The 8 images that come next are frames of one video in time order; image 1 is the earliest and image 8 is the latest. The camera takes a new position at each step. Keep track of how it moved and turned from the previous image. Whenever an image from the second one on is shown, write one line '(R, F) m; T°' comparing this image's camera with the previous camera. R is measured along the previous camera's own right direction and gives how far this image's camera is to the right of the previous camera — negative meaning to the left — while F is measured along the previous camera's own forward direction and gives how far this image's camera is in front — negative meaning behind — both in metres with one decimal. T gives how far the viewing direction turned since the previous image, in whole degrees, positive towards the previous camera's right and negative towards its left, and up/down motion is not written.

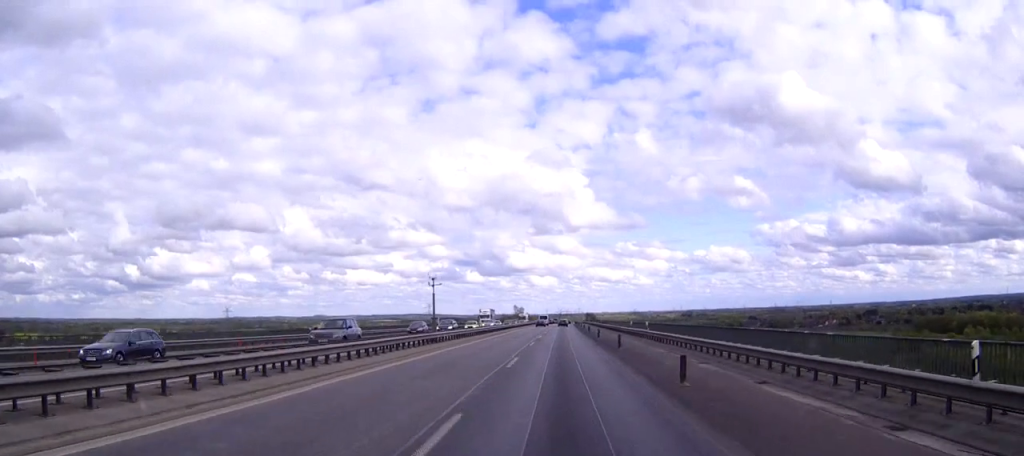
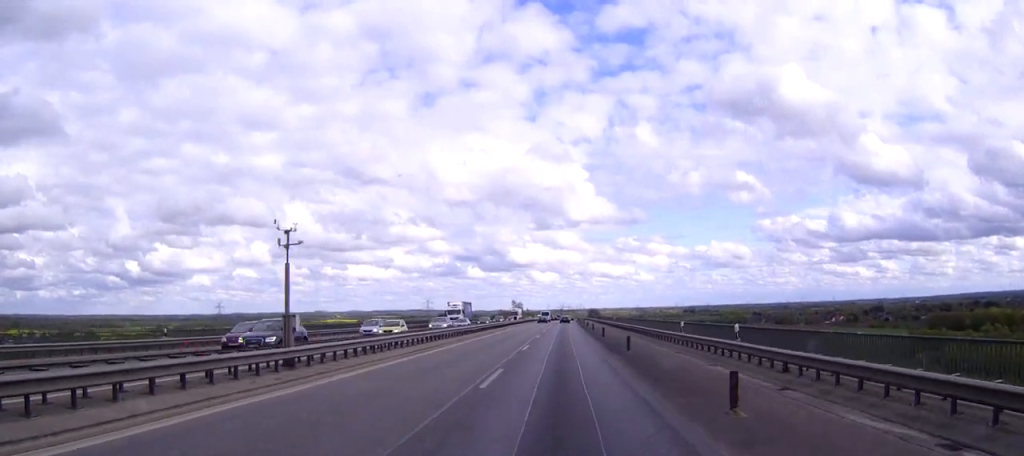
(0.0, +25.7) m; 0°
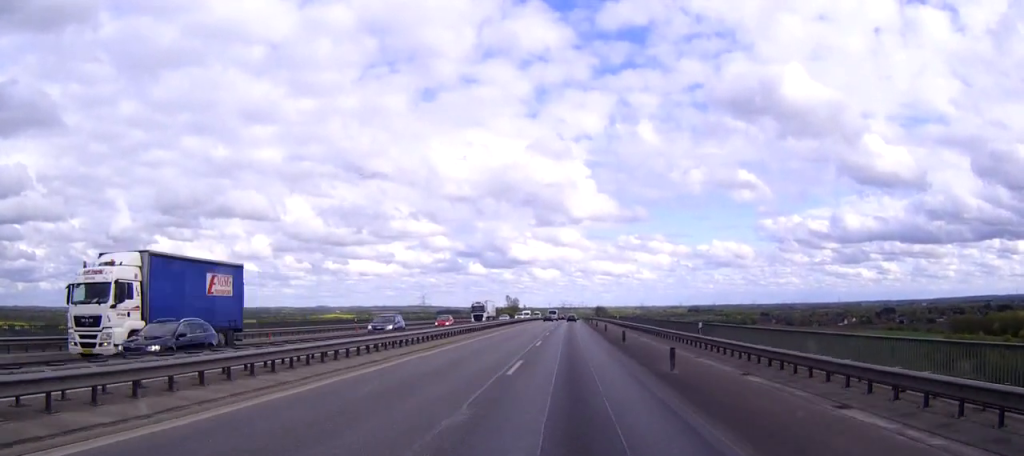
(+0.1, +50.4) m; +1°
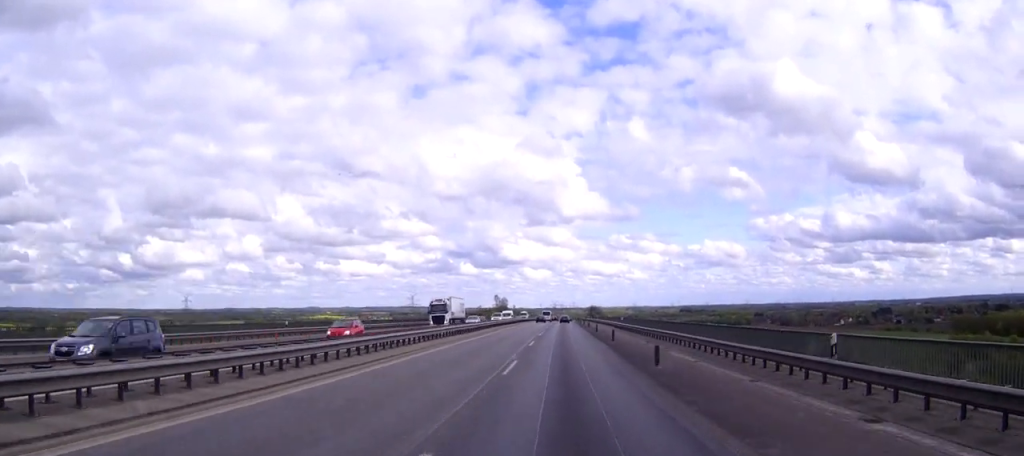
(0.0, +17.5) m; 0°
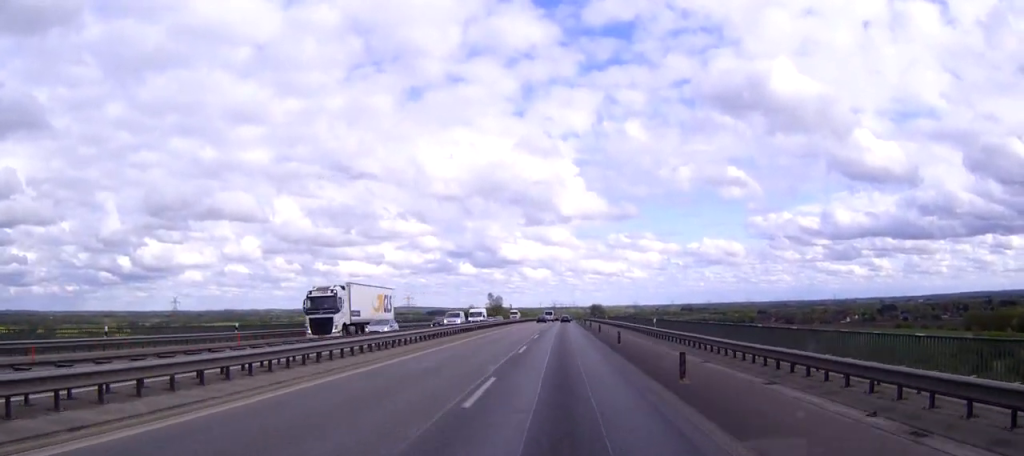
(+0.1, +25.5) m; 0°
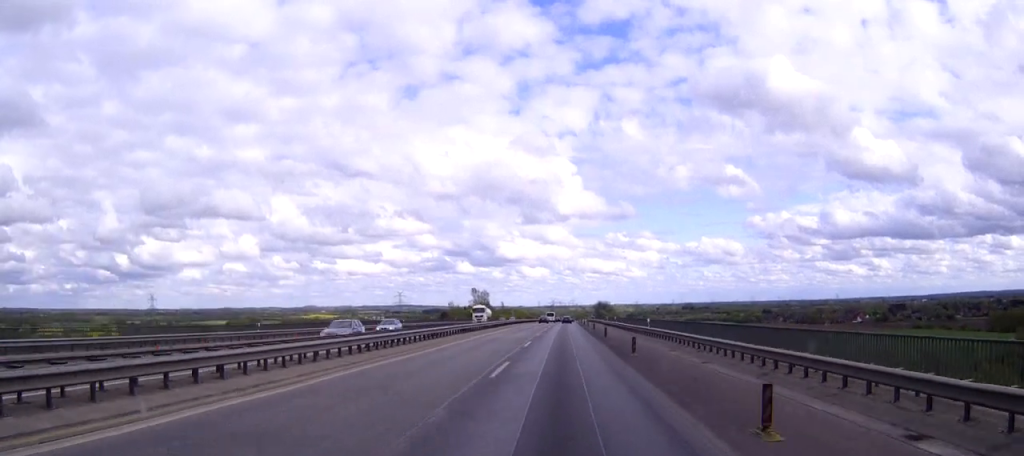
(-0.1, +47.5) m; 0°
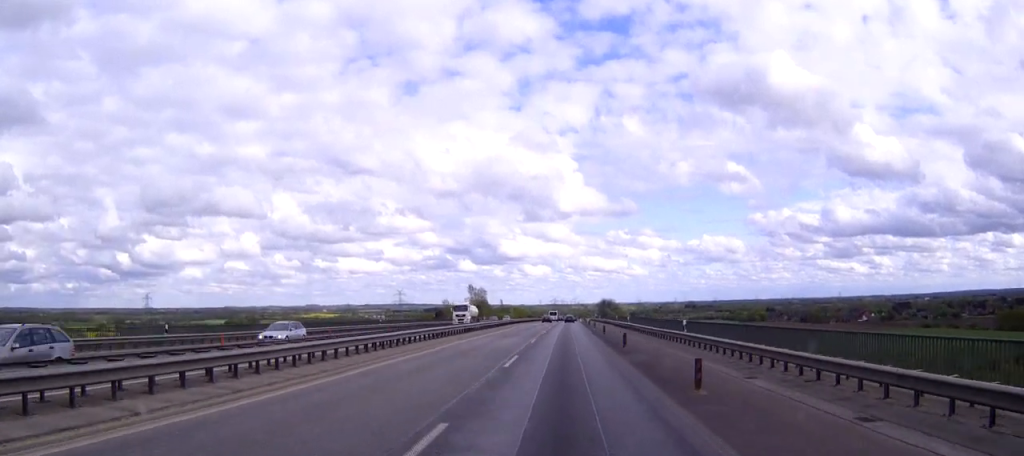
(0.0, +13.9) m; 0°
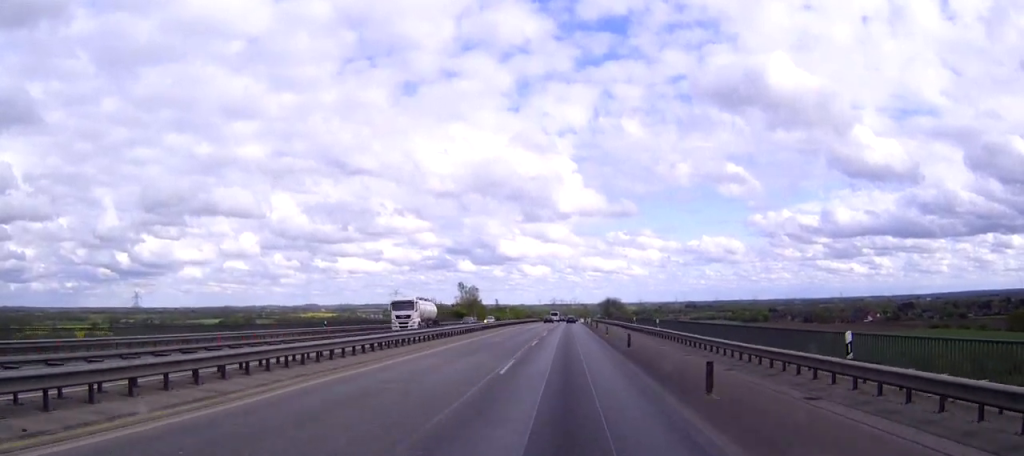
(0.0, +20.7) m; 0°
